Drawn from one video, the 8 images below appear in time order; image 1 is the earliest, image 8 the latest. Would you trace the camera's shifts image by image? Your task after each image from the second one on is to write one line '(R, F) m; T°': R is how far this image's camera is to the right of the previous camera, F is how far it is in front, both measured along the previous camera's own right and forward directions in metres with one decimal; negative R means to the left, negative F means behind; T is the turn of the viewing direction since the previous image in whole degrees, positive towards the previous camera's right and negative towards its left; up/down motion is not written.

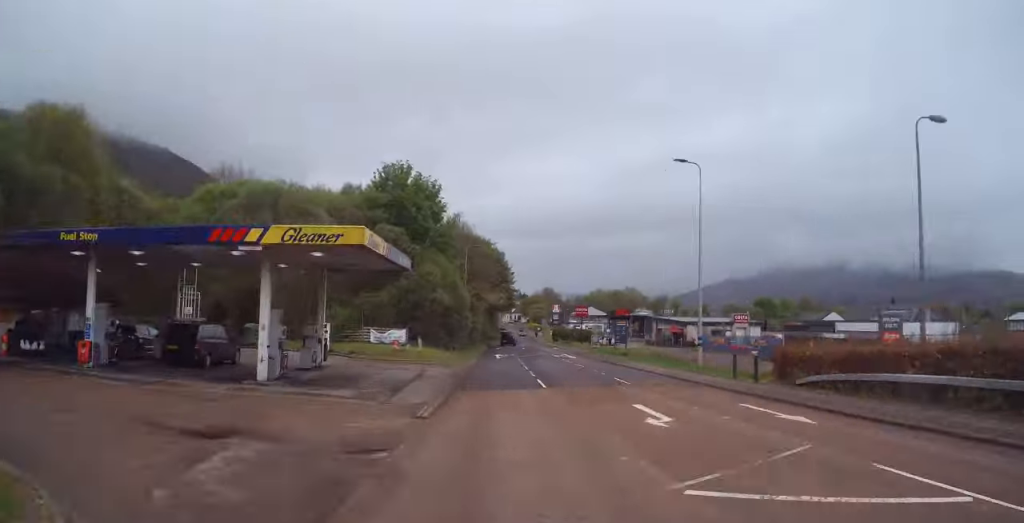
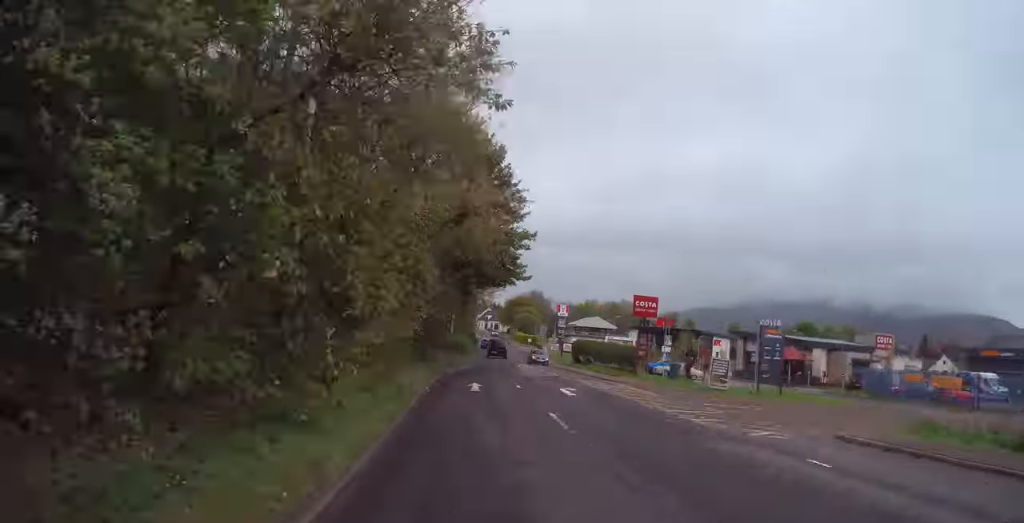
(+1.1, +52.1) m; +3°
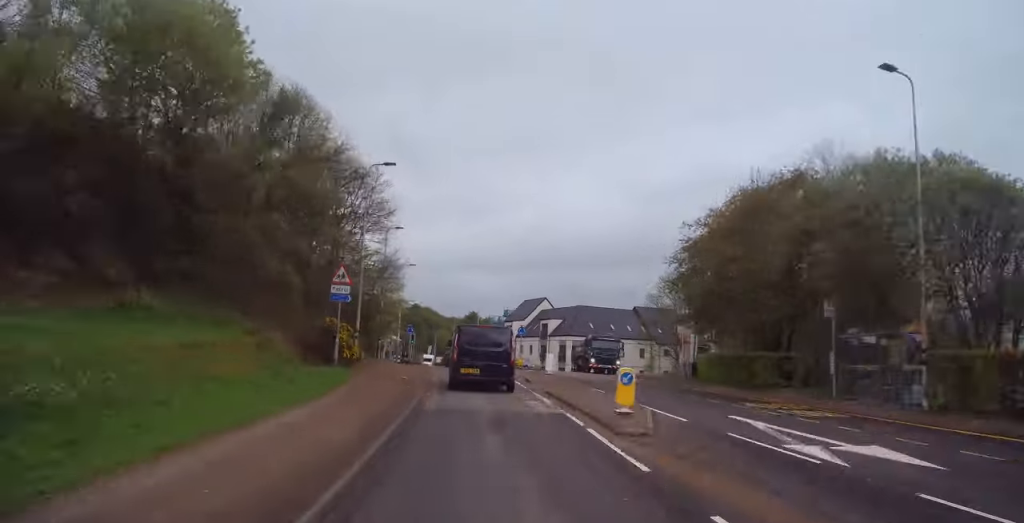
(-1.3, +188.9) m; -4°
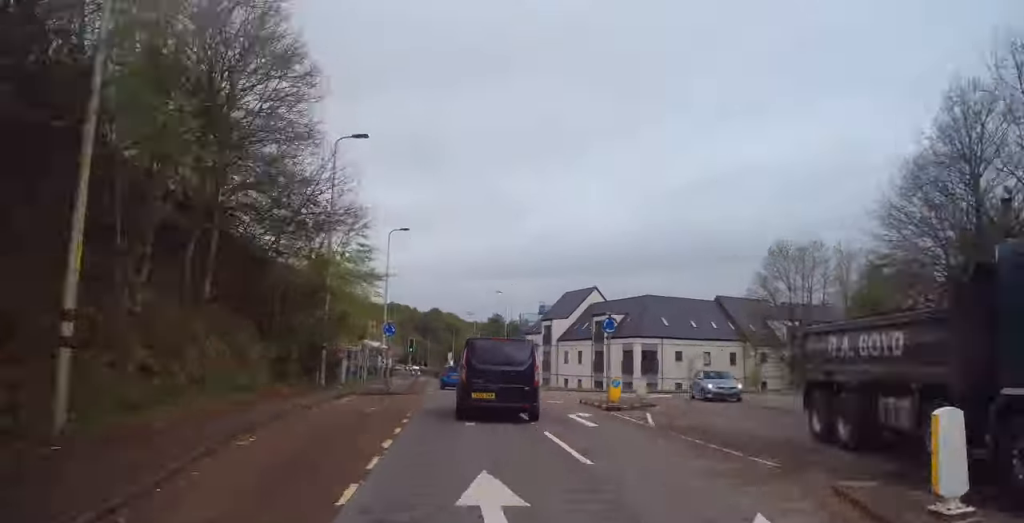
(-0.1, +33.5) m; -3°
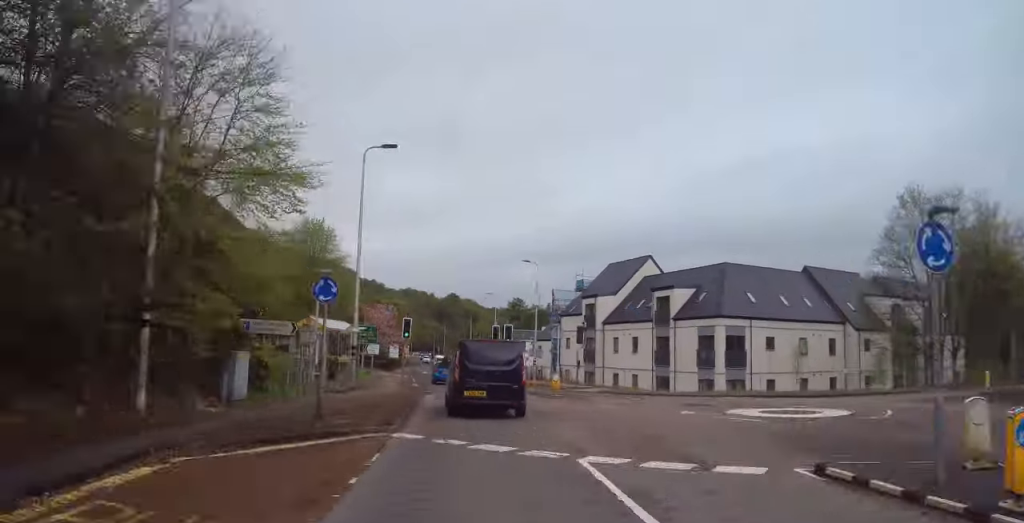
(-1.4, +18.4) m; -2°
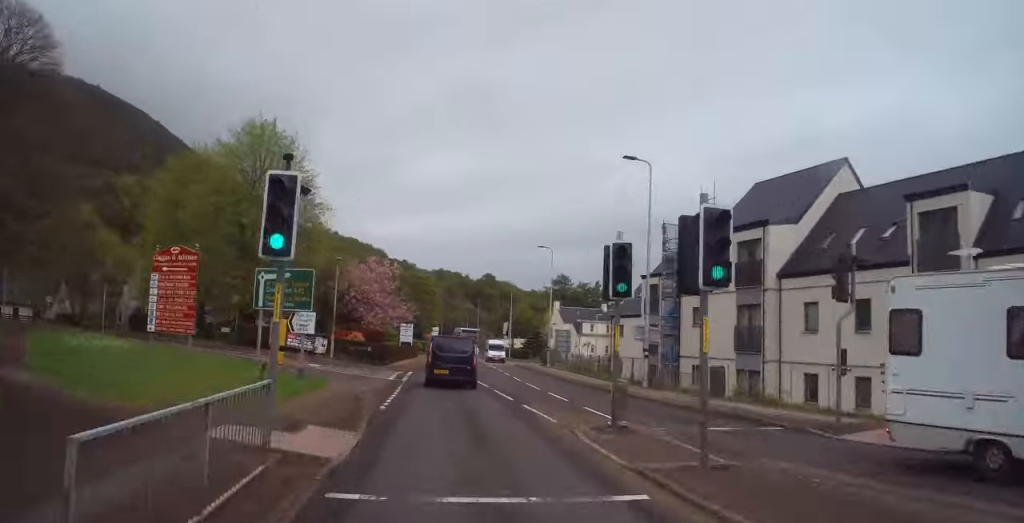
(-0.8, +25.9) m; -1°
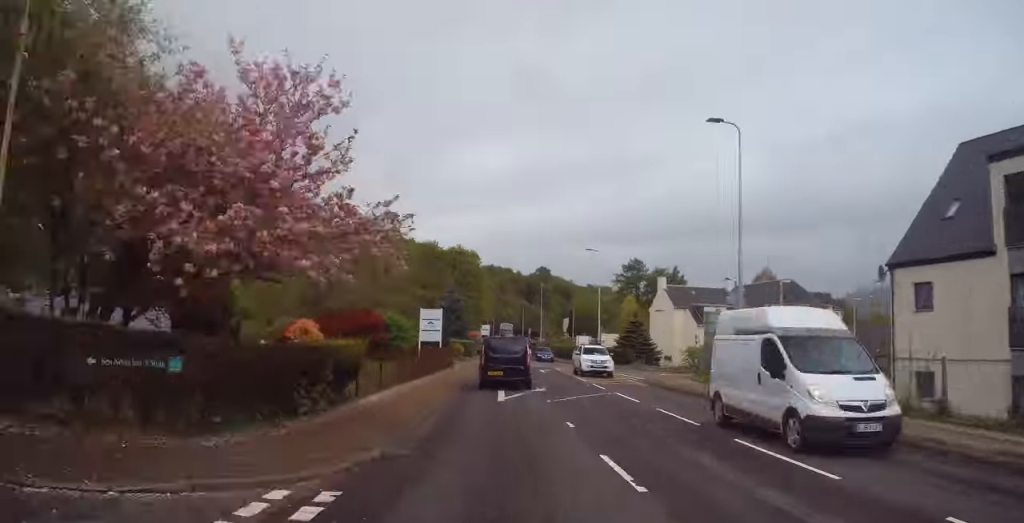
(+0.2, +19.3) m; 0°
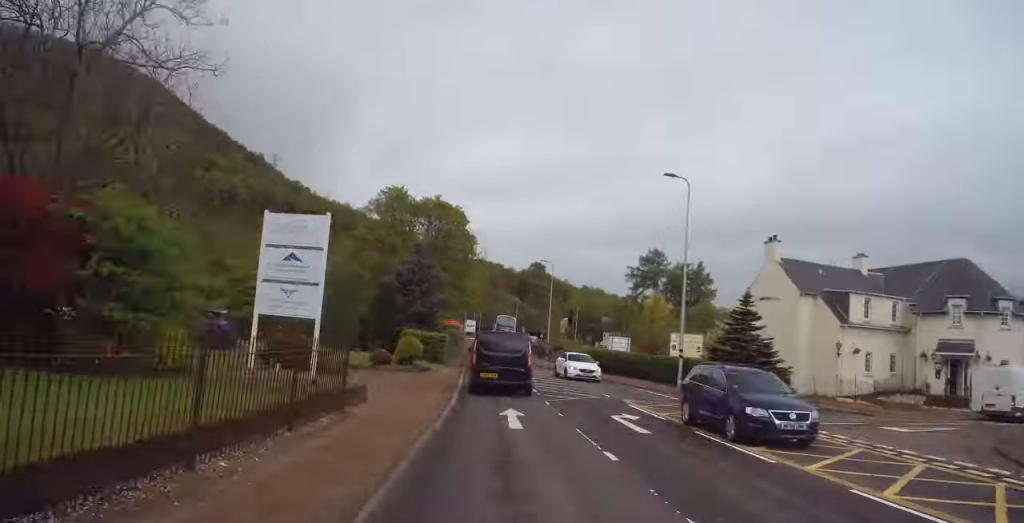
(+0.1, +18.2) m; -1°
